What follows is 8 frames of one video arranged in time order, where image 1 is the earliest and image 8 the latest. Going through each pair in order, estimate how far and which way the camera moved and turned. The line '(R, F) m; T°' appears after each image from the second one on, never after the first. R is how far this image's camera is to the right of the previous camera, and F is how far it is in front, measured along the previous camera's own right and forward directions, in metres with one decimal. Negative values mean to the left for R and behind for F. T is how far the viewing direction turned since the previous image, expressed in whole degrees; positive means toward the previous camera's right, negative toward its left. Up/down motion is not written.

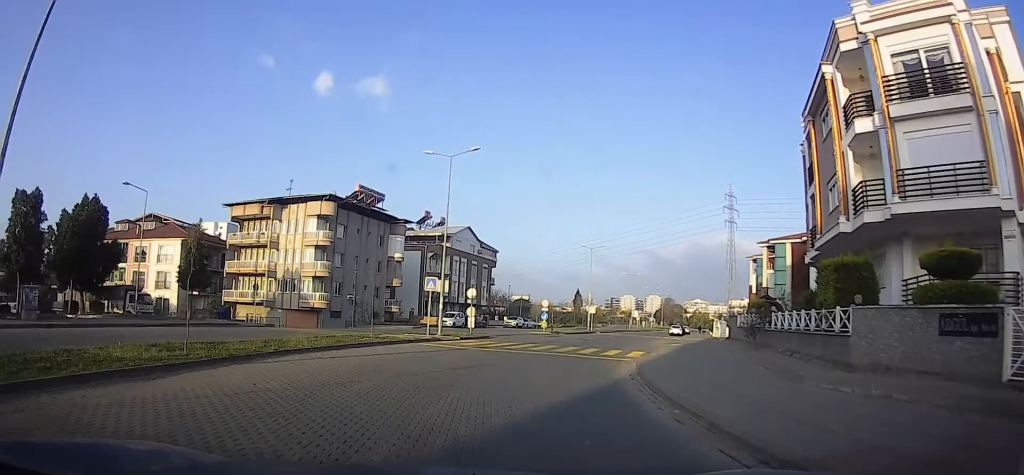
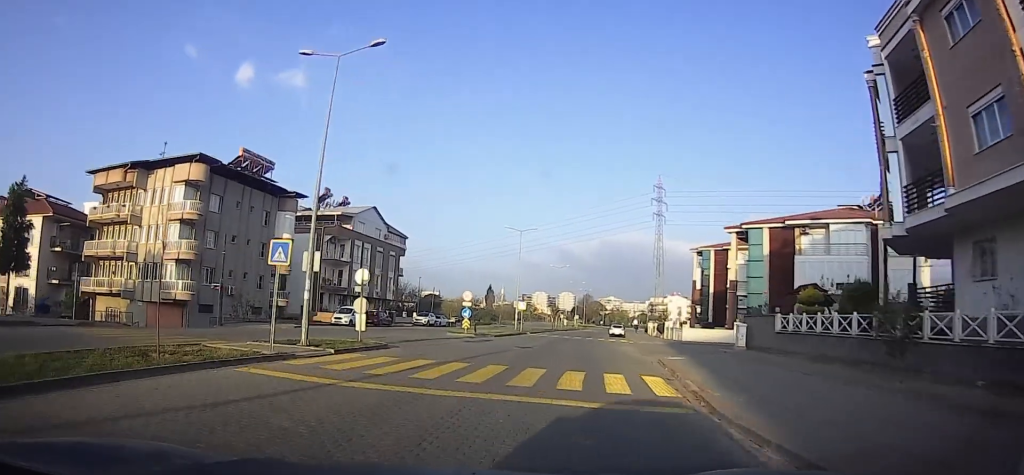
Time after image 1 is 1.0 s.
(+0.7, +11.9) m; +9°
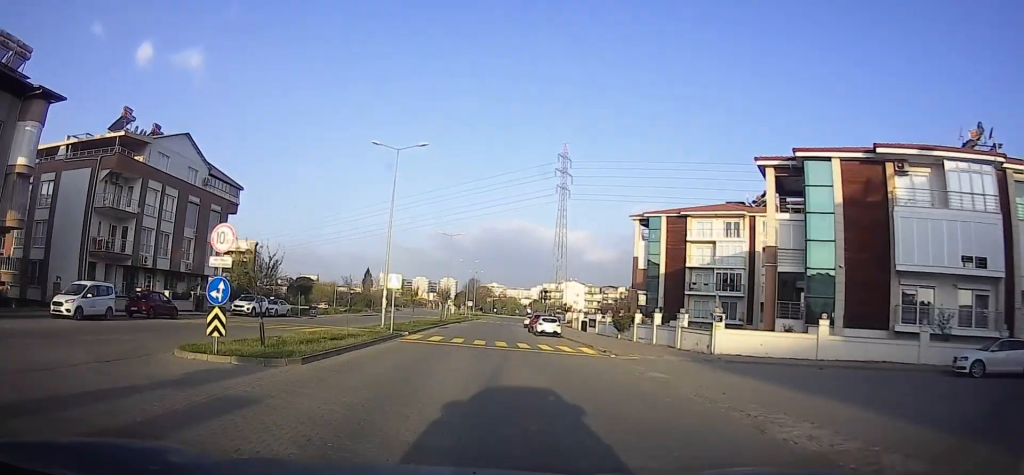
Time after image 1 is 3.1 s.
(+2.8, +24.2) m; +12°
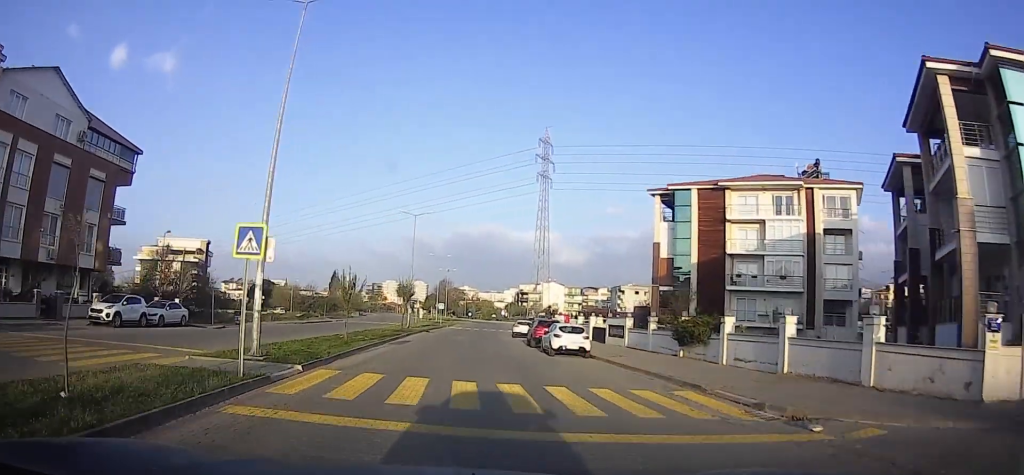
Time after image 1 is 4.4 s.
(+1.2, +16.0) m; +4°
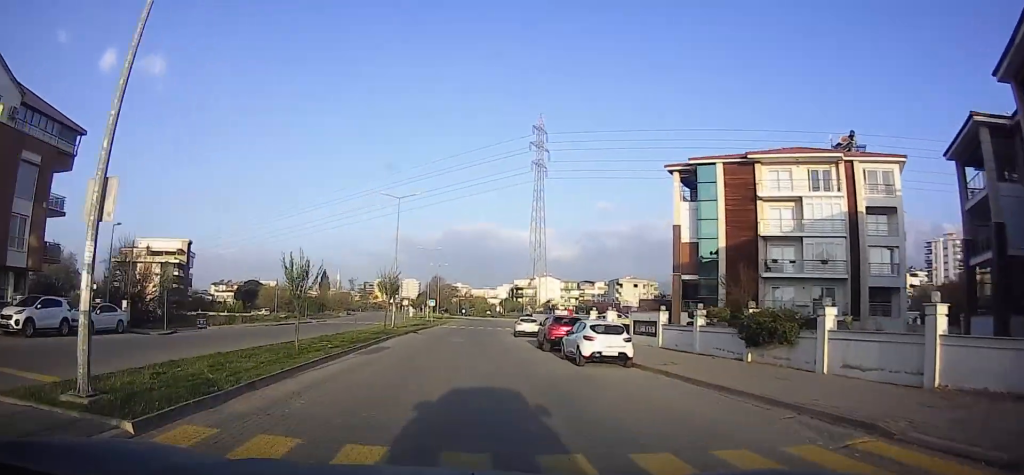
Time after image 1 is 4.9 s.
(0.0, +6.9) m; 0°
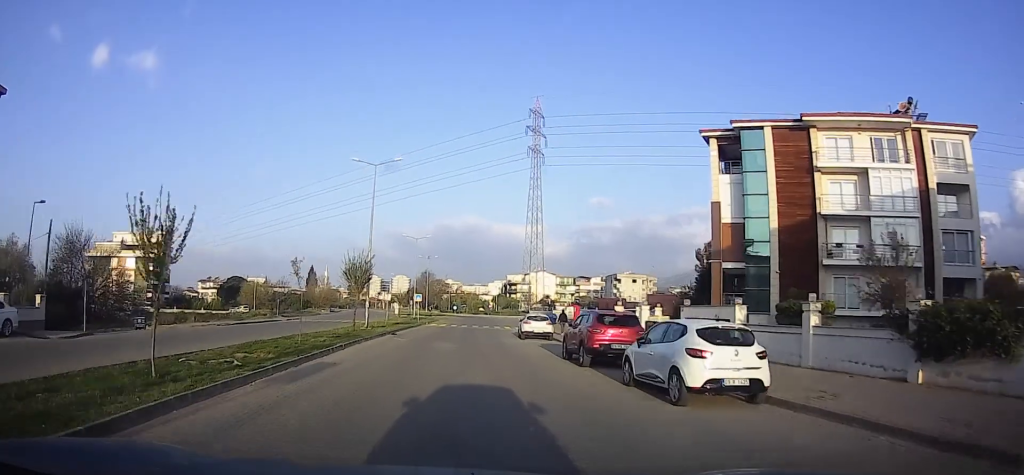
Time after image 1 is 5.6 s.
(0.0, +8.8) m; 0°
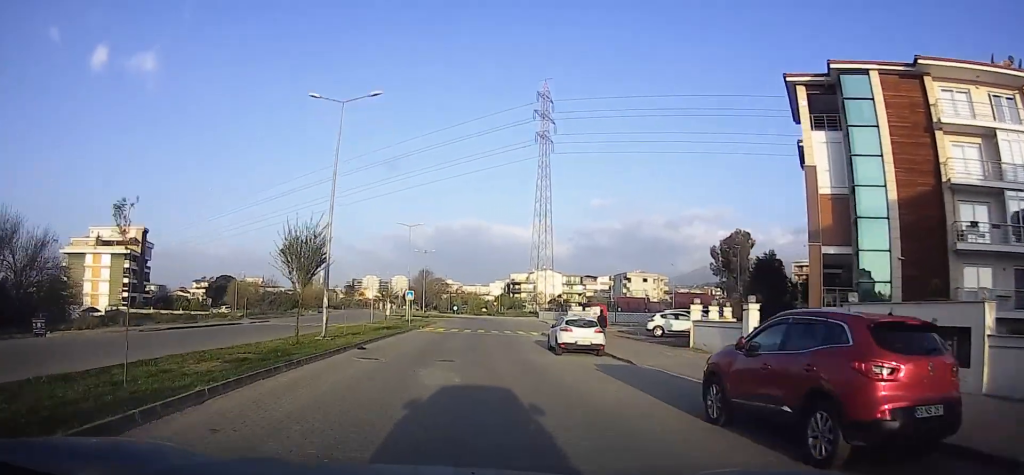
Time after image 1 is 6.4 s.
(0.0, +11.0) m; 0°
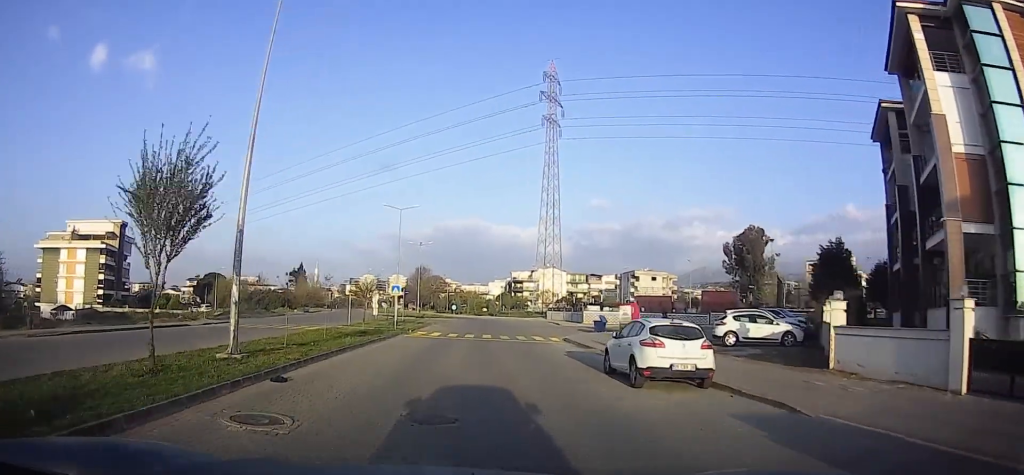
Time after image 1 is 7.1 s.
(0.0, +9.3) m; 0°
